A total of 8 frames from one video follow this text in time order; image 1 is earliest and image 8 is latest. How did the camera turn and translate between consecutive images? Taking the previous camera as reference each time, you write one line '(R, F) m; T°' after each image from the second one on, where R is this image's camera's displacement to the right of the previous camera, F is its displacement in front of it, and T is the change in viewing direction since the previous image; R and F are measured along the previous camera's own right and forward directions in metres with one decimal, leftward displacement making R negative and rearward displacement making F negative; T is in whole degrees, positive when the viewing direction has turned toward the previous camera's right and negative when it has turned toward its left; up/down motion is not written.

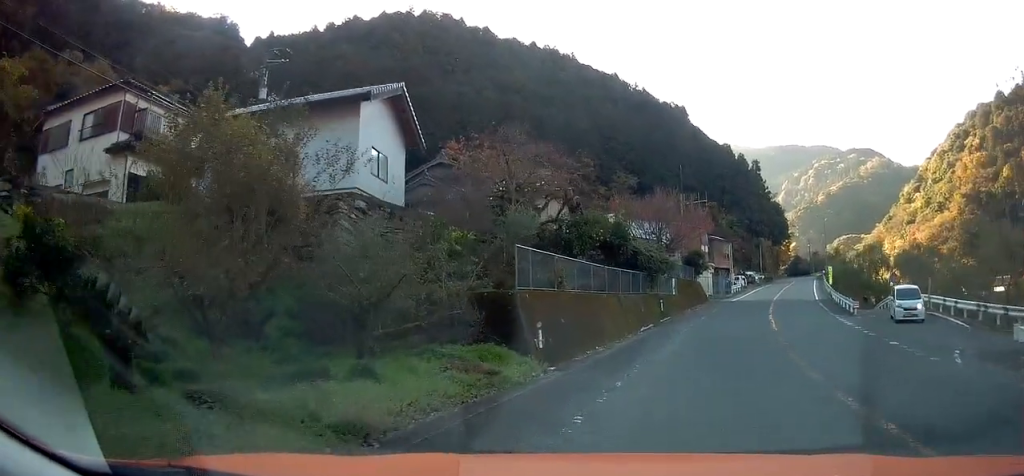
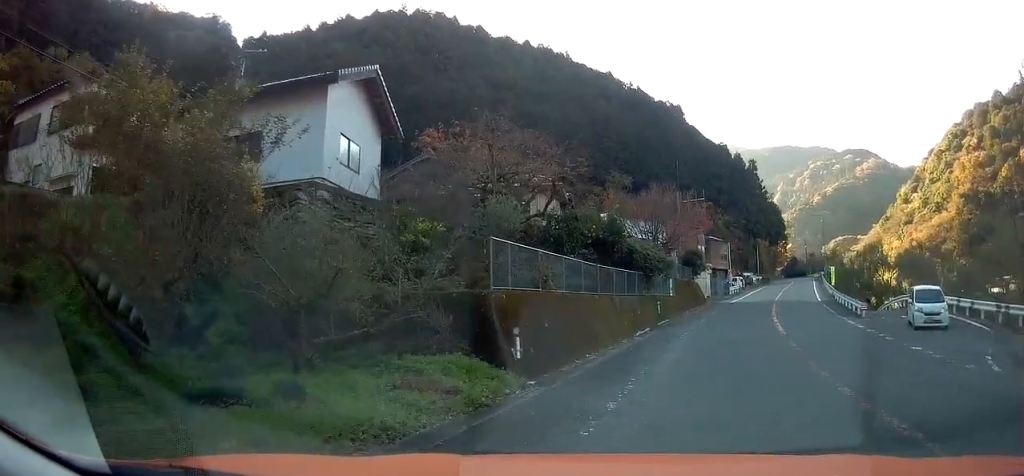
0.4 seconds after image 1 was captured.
(+0.1, +1.8) m; +3°
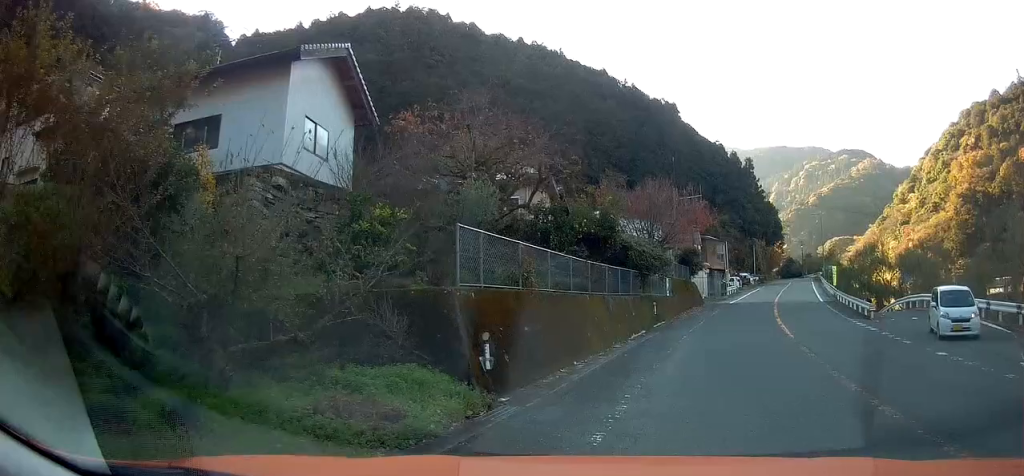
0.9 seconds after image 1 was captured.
(0.0, +1.6) m; +4°
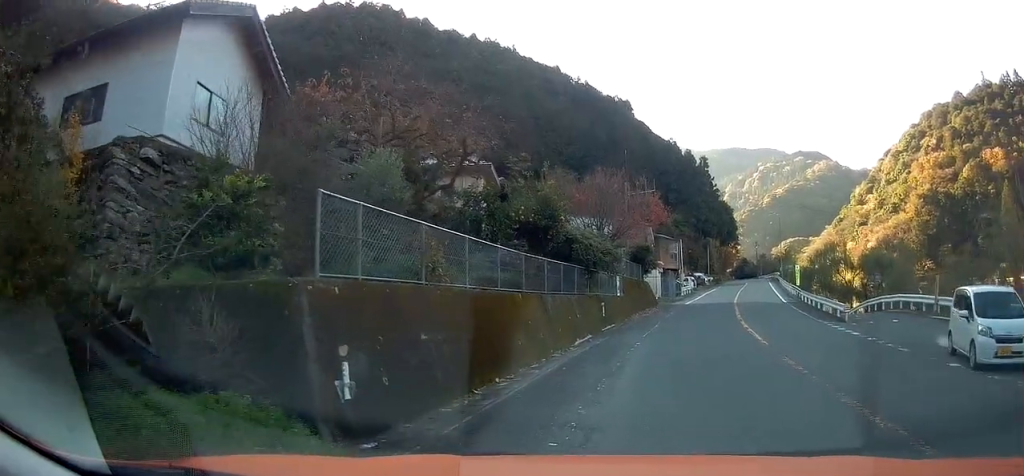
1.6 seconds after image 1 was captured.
(0.0, +2.5) m; +7°
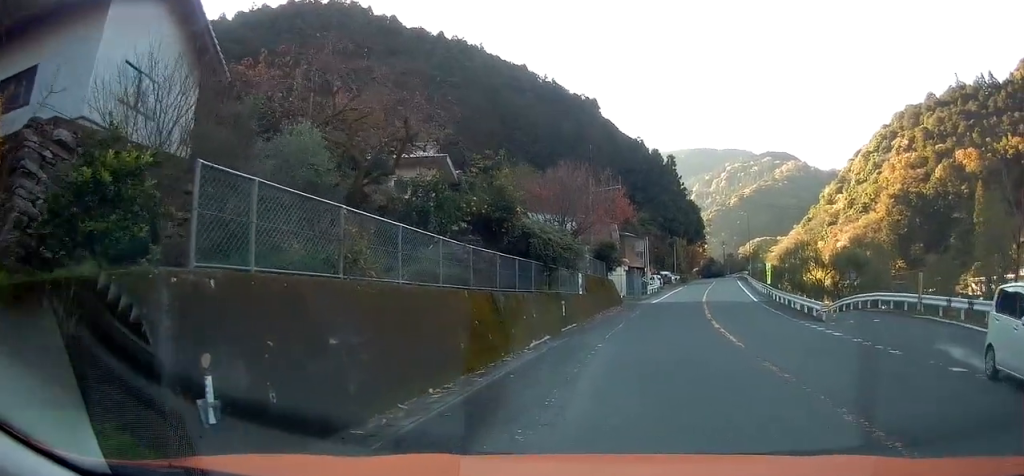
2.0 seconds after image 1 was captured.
(+0.2, +1.4) m; +5°
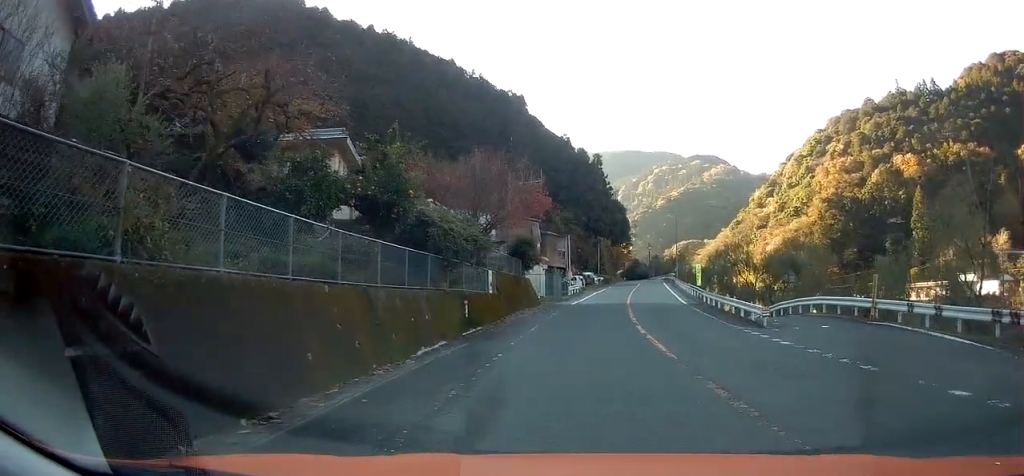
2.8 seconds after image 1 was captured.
(+0.2, +2.8) m; +10°
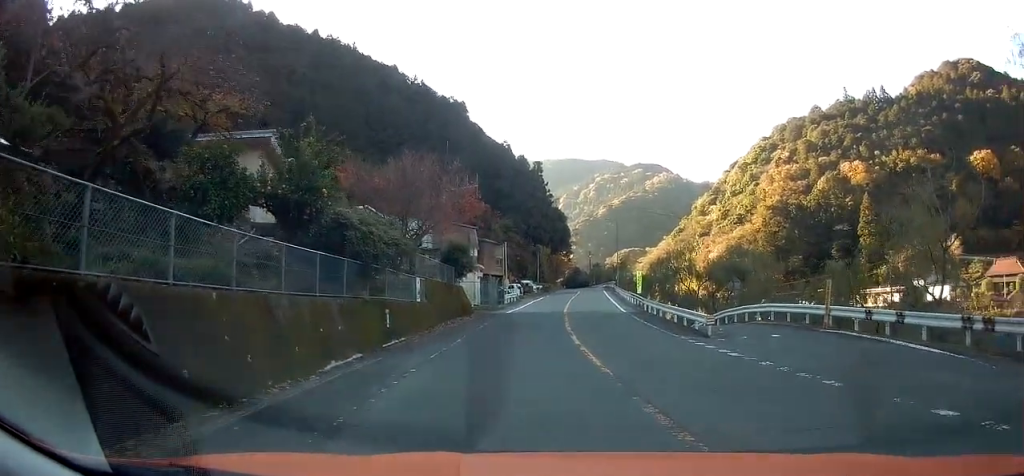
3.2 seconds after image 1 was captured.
(-0.1, +1.5) m; +5°
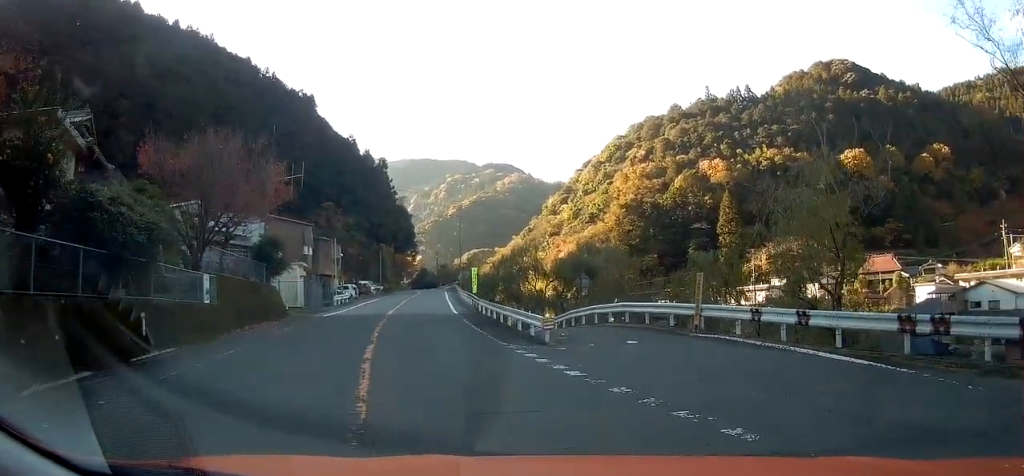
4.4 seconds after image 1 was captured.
(+0.7, +4.1) m; +14°
